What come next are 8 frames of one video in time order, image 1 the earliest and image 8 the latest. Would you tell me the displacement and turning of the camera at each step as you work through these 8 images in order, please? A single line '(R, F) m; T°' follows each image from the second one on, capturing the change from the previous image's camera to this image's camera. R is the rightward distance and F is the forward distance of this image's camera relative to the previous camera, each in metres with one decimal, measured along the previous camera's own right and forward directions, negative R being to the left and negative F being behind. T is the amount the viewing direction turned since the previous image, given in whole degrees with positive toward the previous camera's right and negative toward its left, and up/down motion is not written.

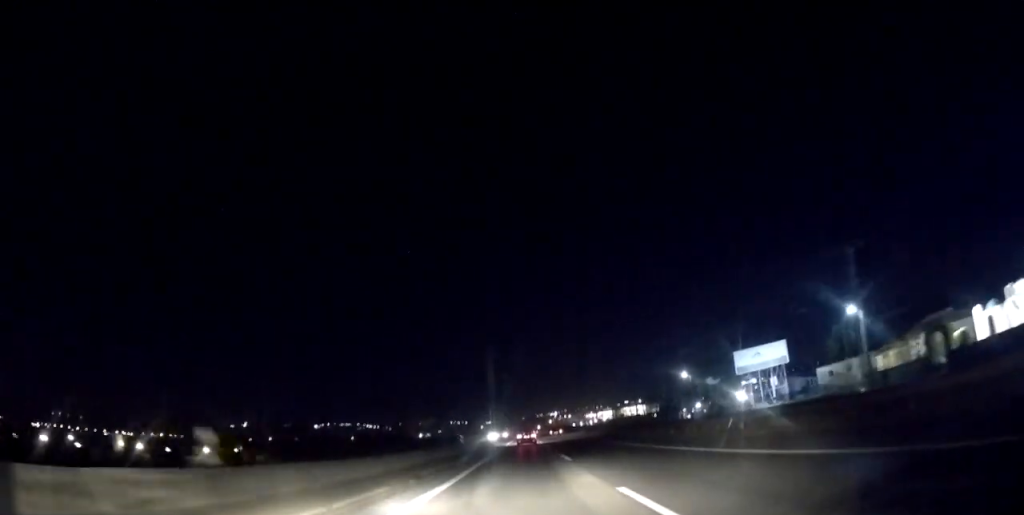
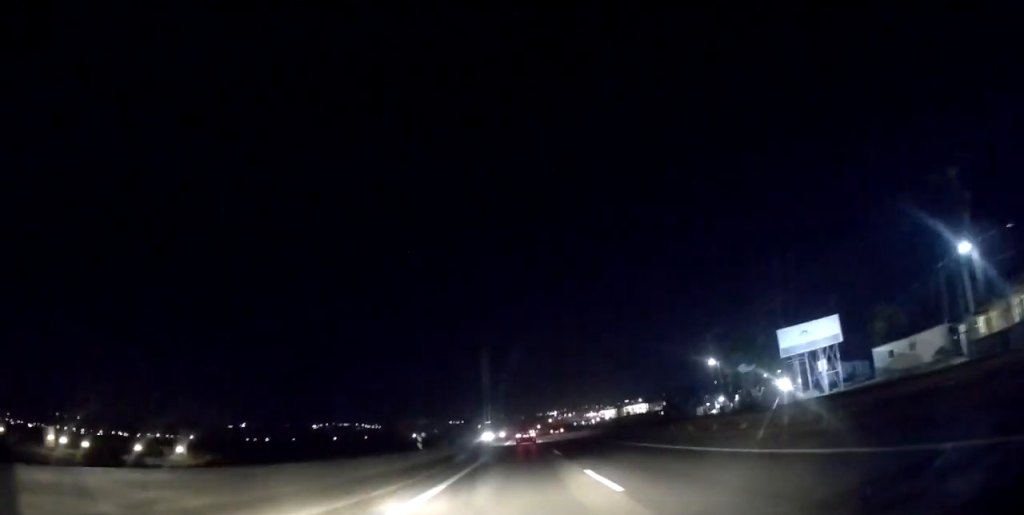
(0.0, +12.3) m; 0°
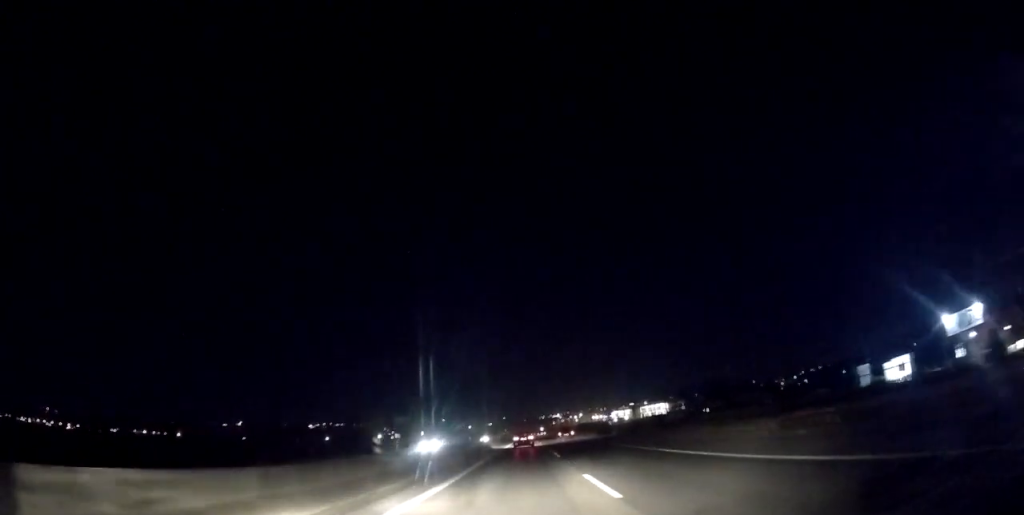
(+0.9, +53.8) m; +1°
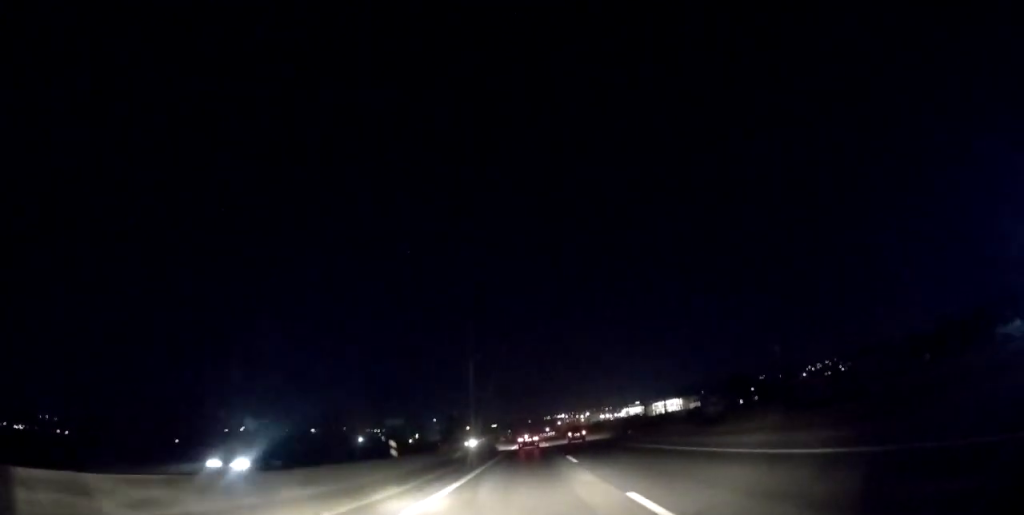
(-0.2, +23.7) m; -1°
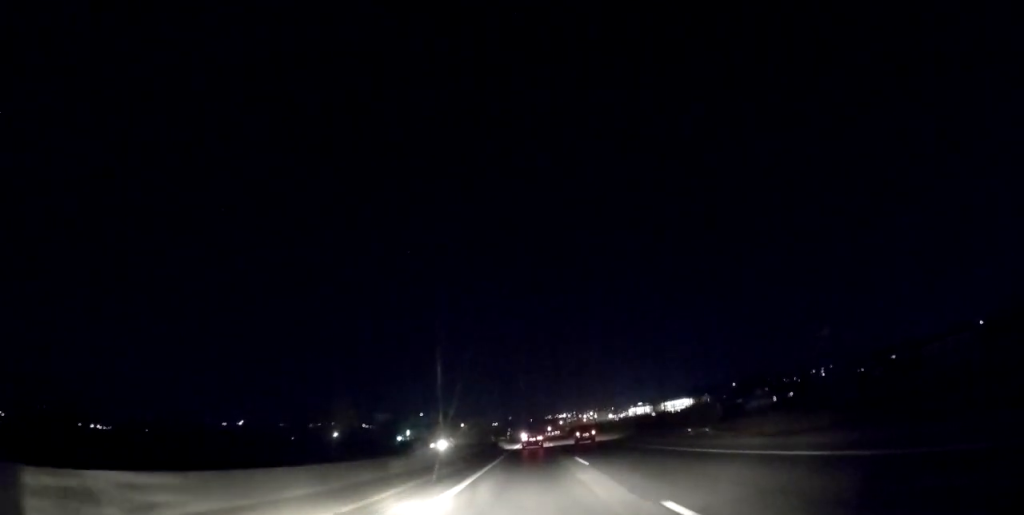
(-0.2, +20.4) m; 0°
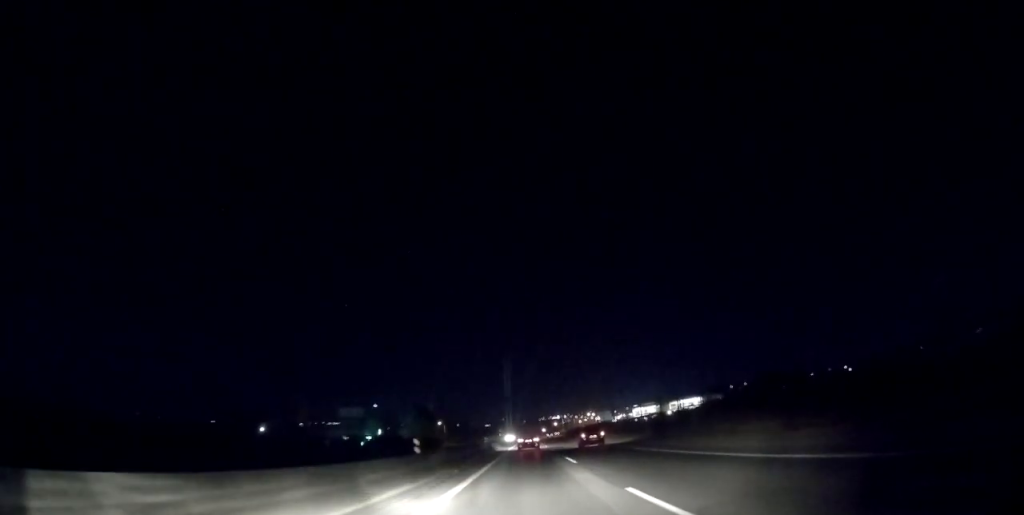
(+0.3, +32.8) m; +2°
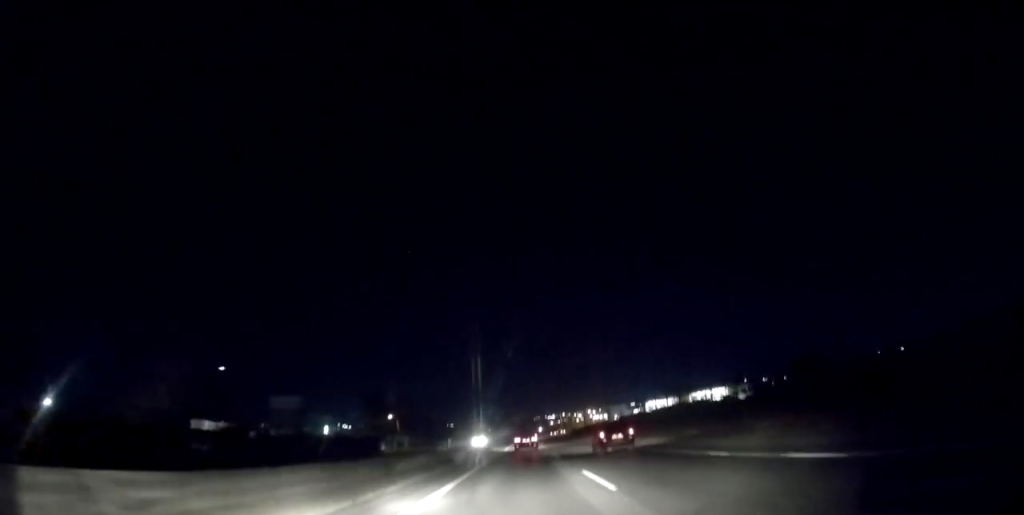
(+1.0, +45.6) m; +1°
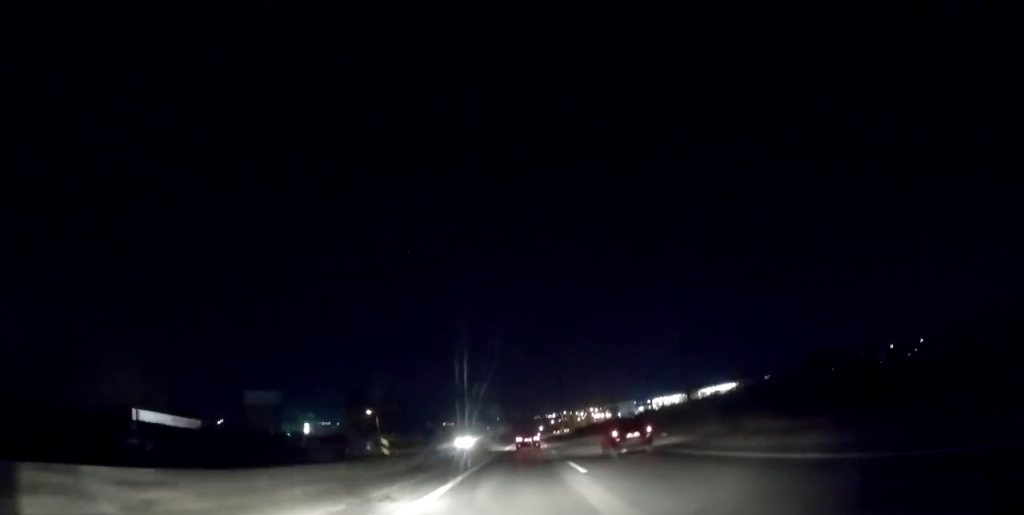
(+0.1, +12.7) m; 0°
